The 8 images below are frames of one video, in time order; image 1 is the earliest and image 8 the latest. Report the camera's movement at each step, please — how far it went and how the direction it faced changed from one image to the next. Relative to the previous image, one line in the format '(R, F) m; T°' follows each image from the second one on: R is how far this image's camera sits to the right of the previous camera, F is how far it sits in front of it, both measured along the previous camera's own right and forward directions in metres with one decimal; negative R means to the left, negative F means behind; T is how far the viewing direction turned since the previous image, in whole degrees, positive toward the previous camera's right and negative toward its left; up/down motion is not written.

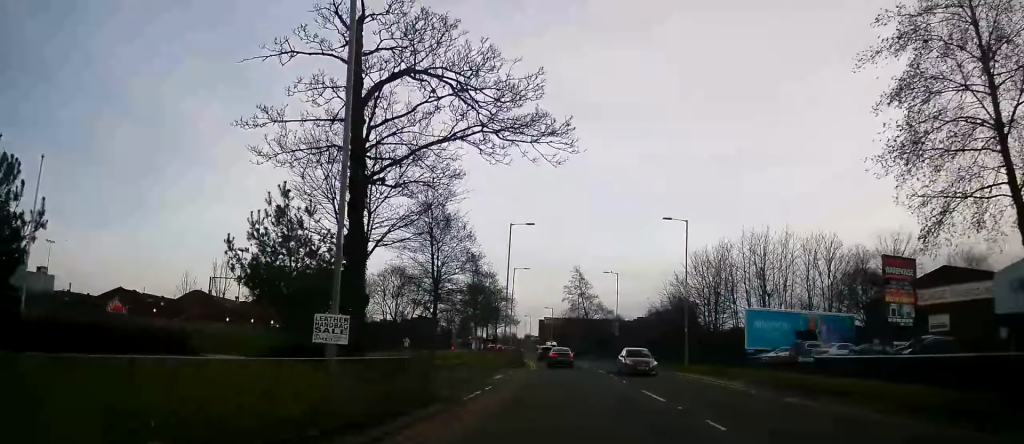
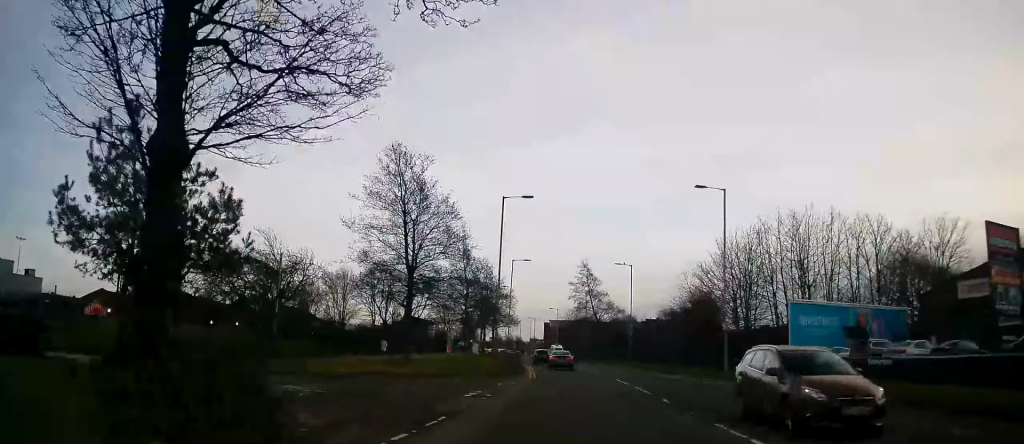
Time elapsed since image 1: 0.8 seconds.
(+0.3, +8.7) m; -1°
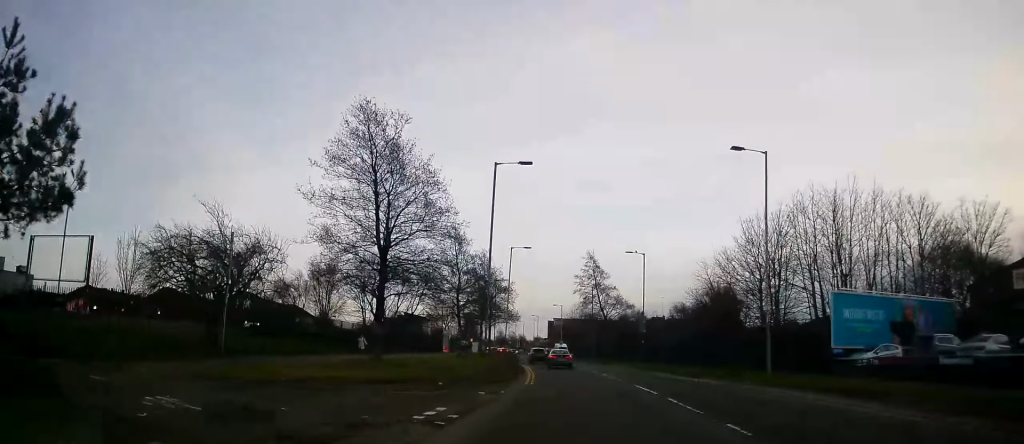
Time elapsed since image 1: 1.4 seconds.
(-0.2, +6.2) m; -2°
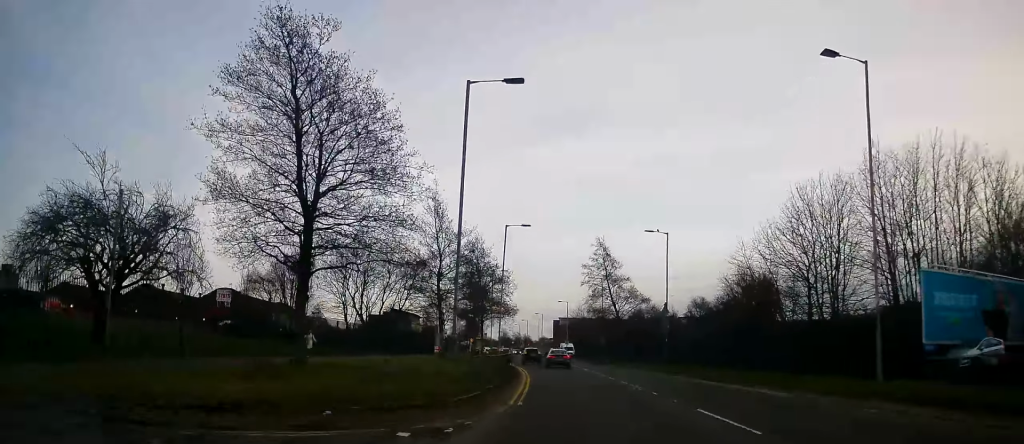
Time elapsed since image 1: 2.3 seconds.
(-0.2, +9.3) m; -1°
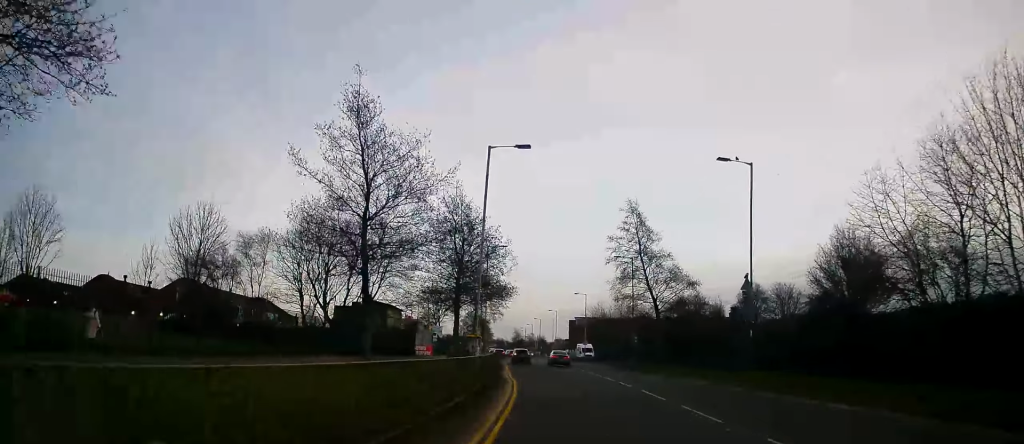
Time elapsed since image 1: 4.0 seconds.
(0.0, +17.4) m; 0°
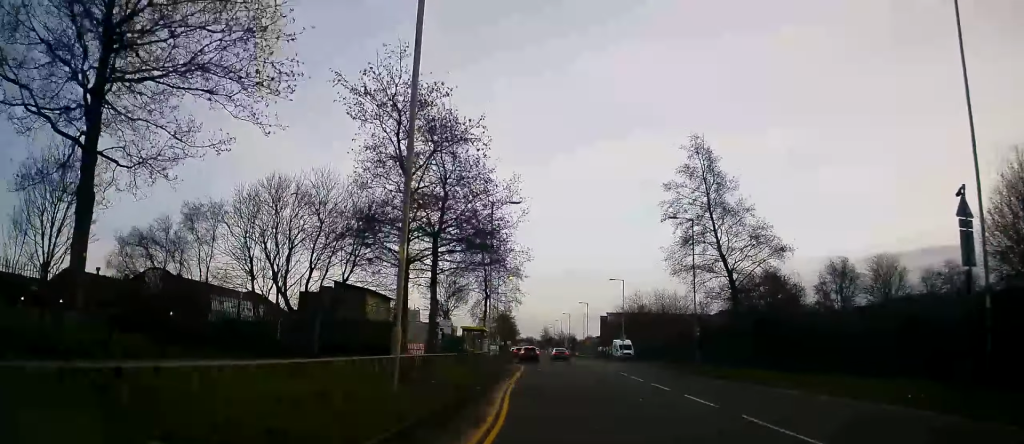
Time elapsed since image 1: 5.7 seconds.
(-0.3, +15.6) m; -3°
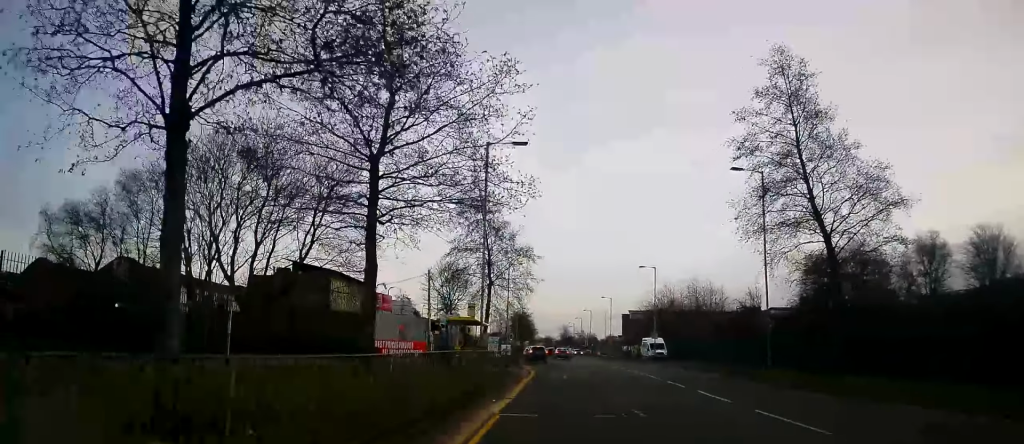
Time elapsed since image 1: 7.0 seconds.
(-0.1, +11.3) m; -2°
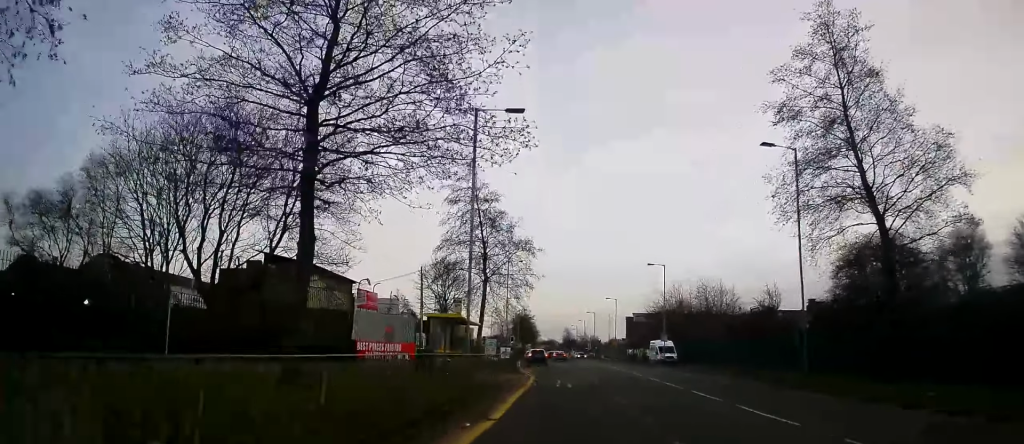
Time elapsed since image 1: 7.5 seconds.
(-0.1, +4.3) m; -1°
